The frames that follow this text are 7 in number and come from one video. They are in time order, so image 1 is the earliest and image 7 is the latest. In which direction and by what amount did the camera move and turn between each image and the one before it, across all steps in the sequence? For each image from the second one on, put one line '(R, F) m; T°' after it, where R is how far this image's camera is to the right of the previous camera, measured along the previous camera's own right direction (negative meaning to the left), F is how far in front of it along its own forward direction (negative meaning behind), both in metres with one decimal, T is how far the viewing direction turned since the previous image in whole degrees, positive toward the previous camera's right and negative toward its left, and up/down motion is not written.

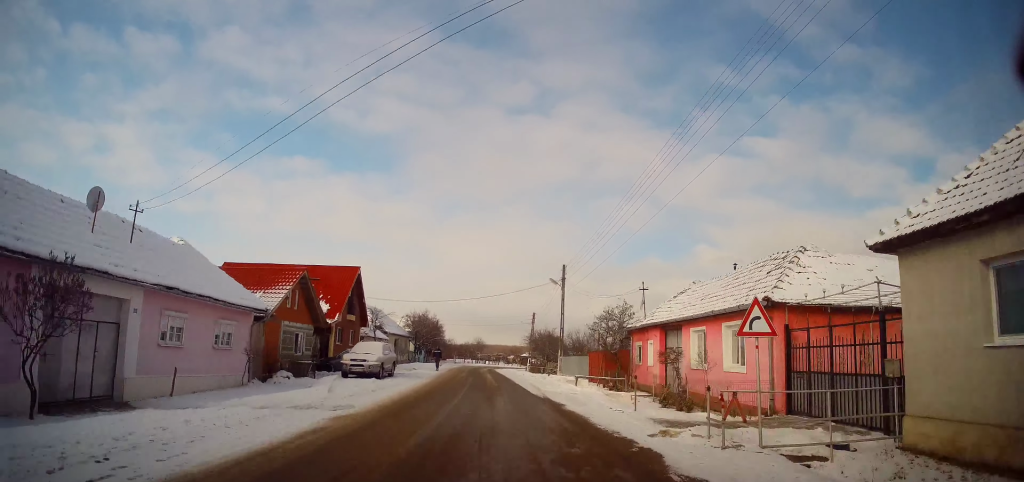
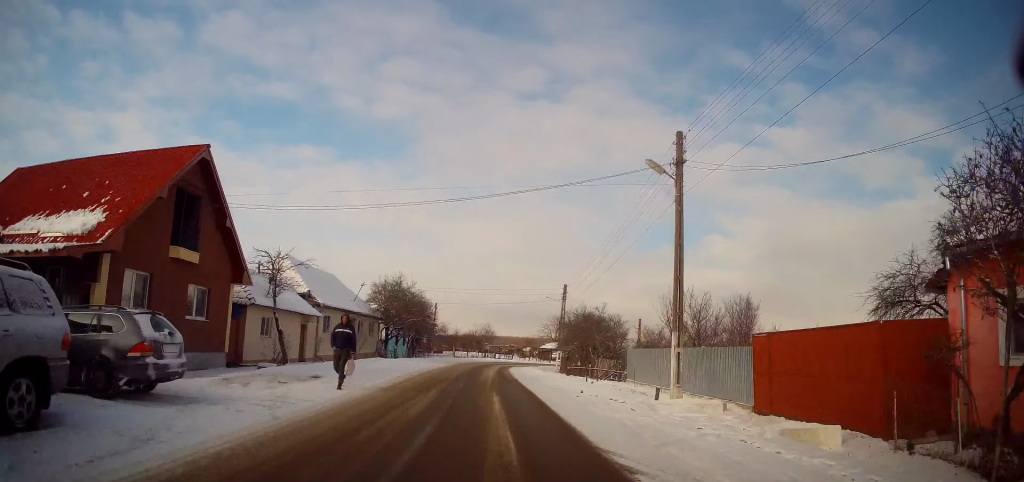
(+0.3, +22.1) m; 0°
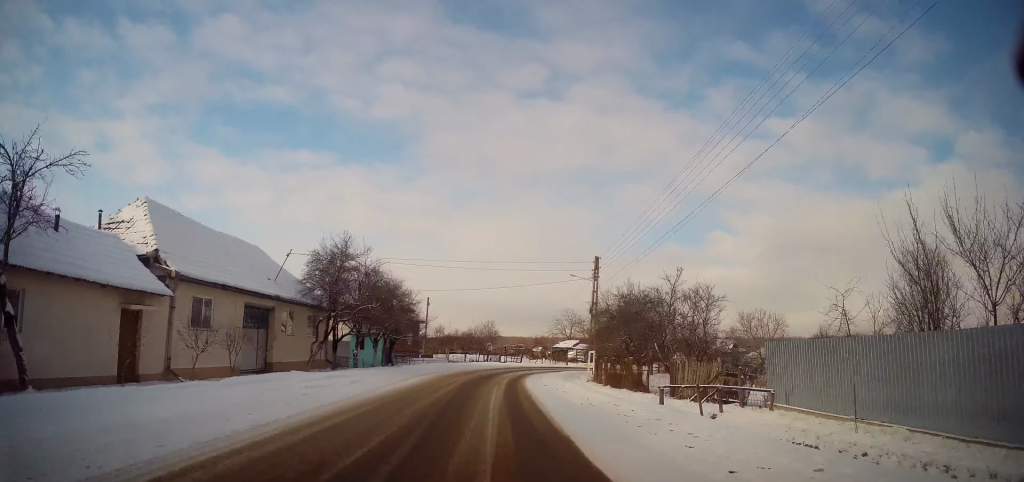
(-0.5, +13.9) m; -1°
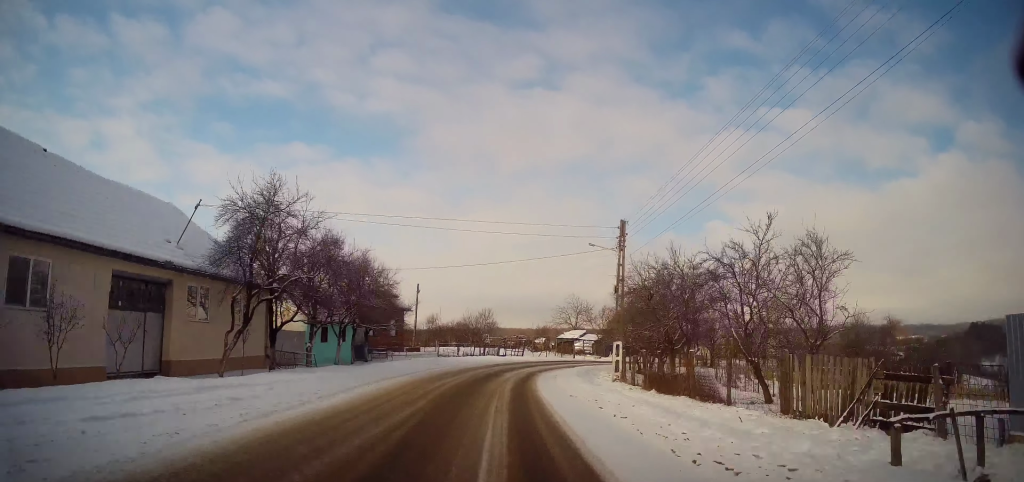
(0.0, +7.4) m; 0°
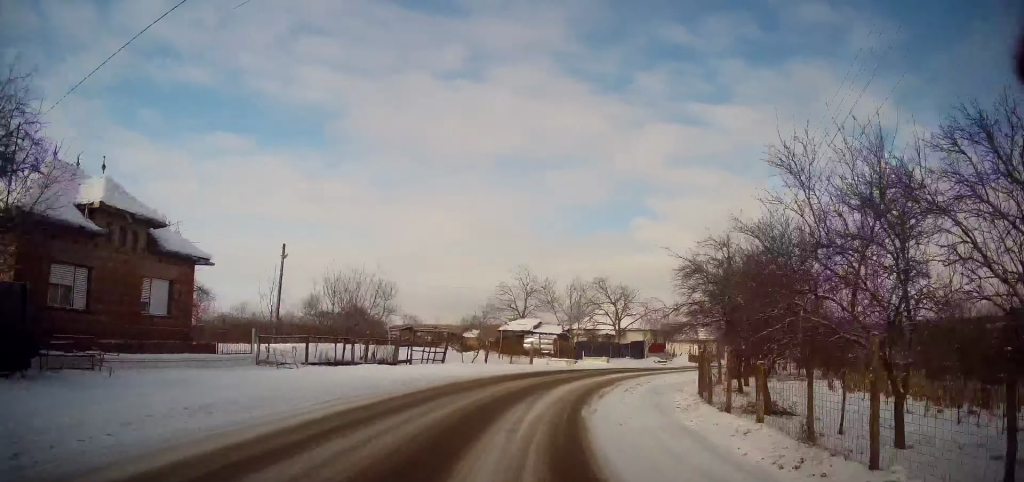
(+0.8, +25.0) m; +8°
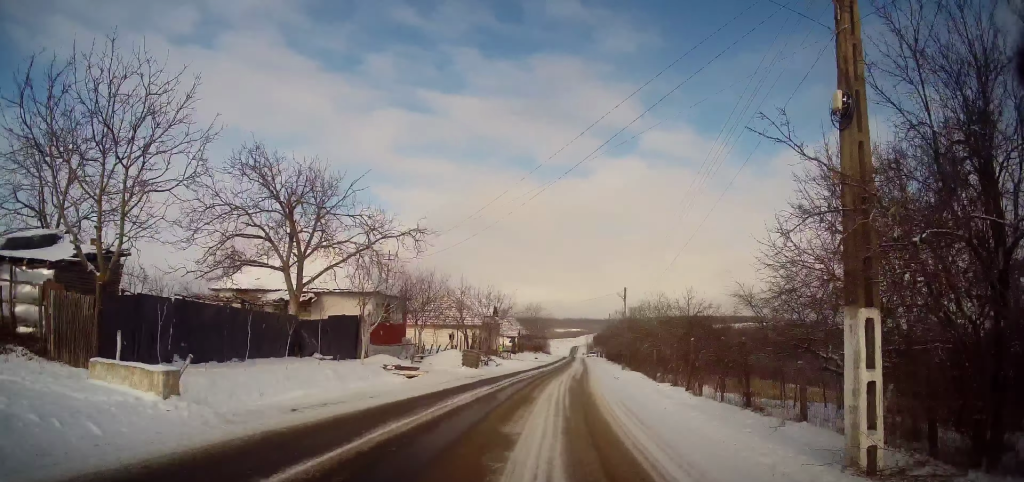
(+8.3, +32.0) m; +28°
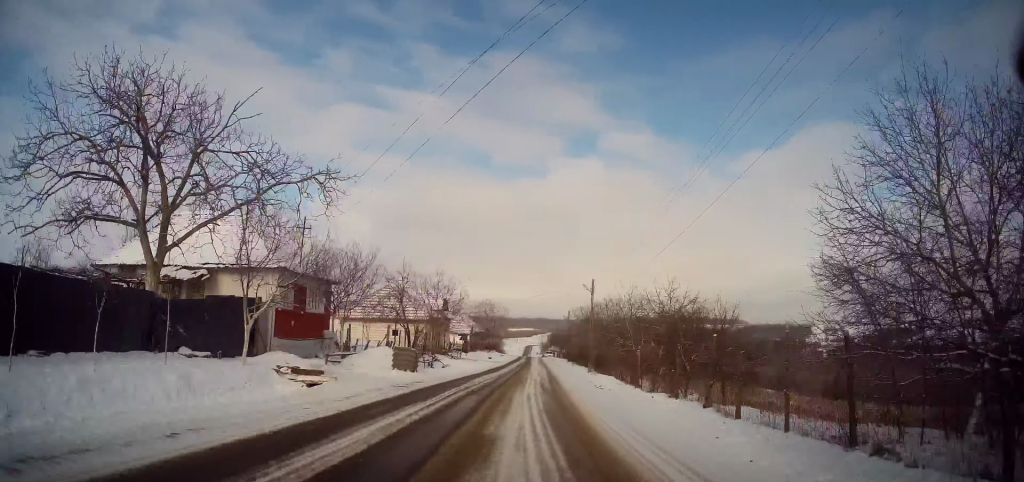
(+0.3, +6.1) m; +3°
